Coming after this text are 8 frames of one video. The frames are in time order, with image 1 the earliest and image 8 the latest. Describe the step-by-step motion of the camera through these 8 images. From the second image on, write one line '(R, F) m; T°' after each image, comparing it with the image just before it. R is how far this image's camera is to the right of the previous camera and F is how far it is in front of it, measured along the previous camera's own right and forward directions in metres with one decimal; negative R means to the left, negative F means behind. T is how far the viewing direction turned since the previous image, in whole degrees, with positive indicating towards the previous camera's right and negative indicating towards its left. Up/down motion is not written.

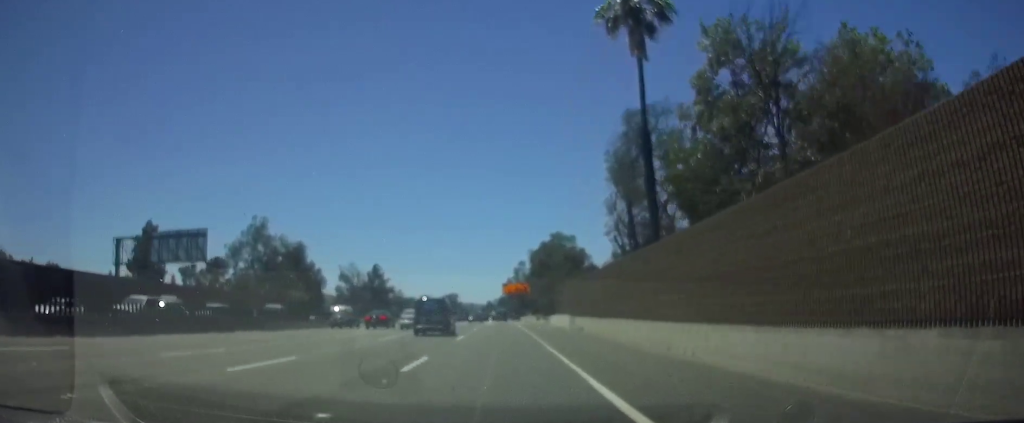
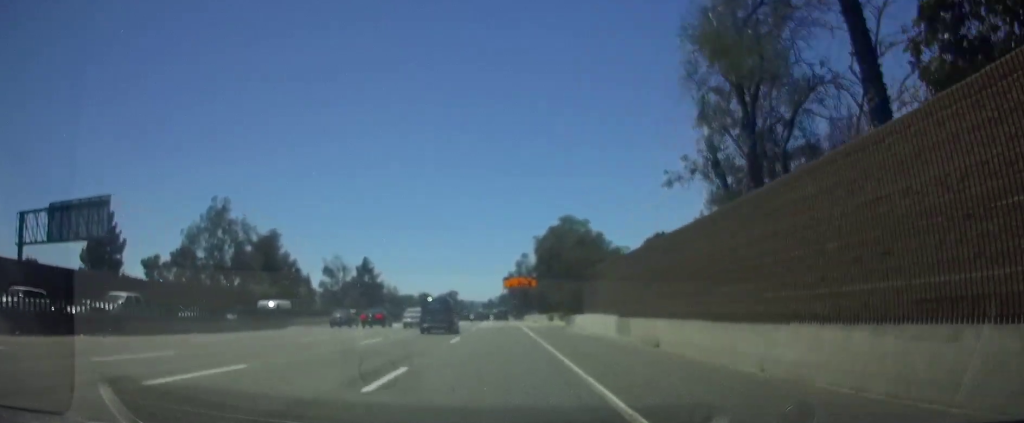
(-0.1, +17.7) m; 0°
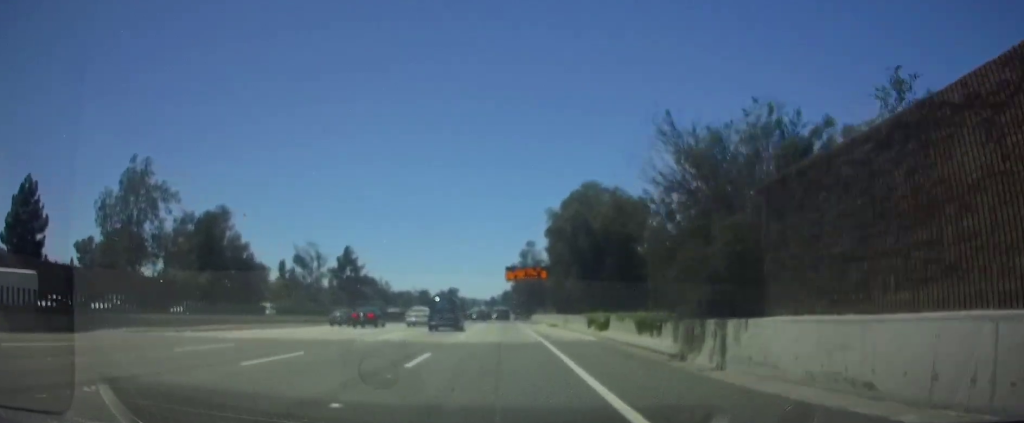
(+0.1, +25.5) m; 0°
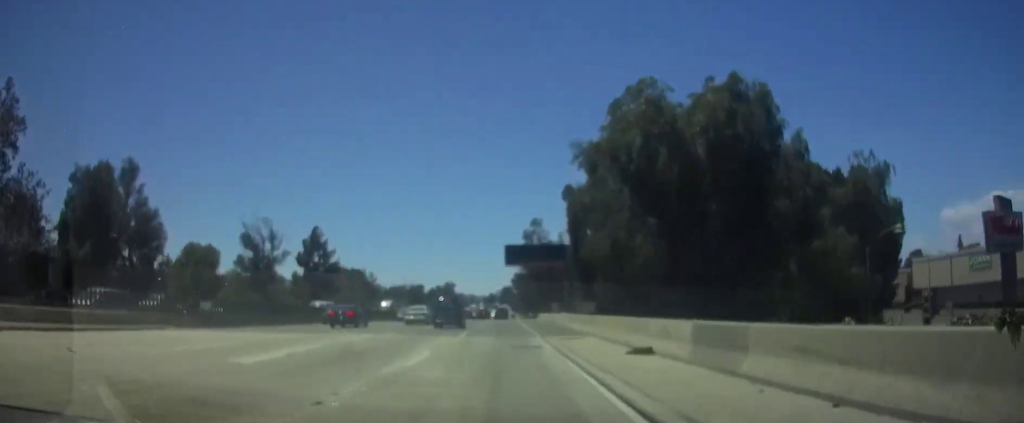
(0.0, +29.3) m; 0°
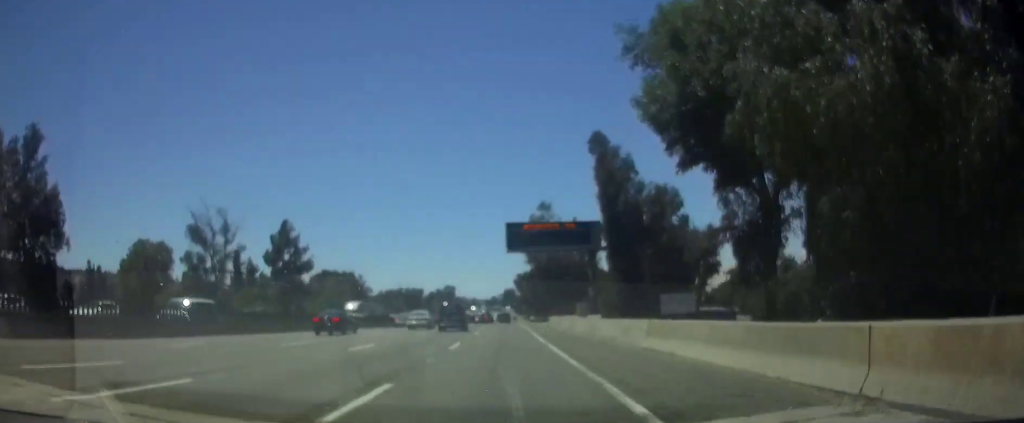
(0.0, +21.1) m; 0°
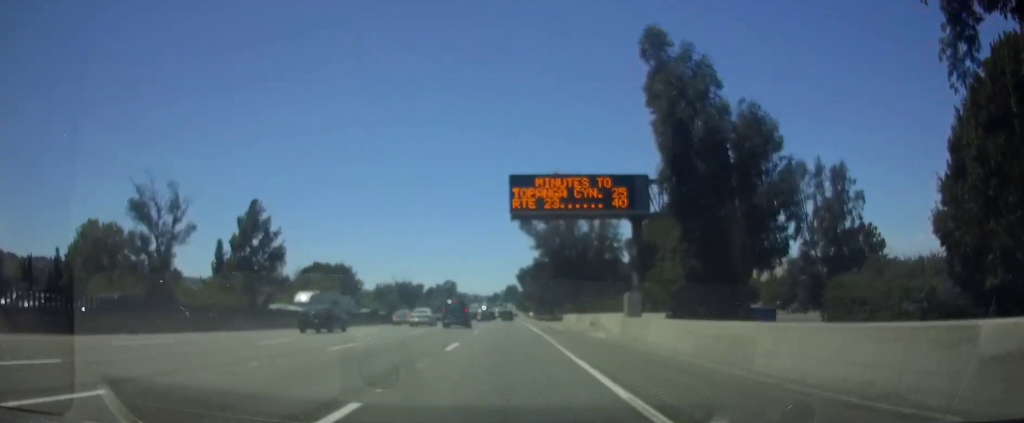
(0.0, +17.5) m; 0°
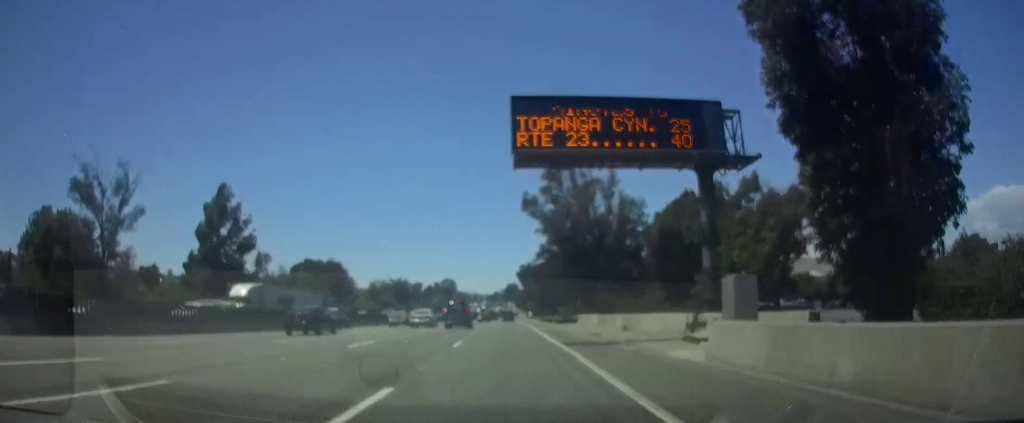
(0.0, +13.2) m; 0°
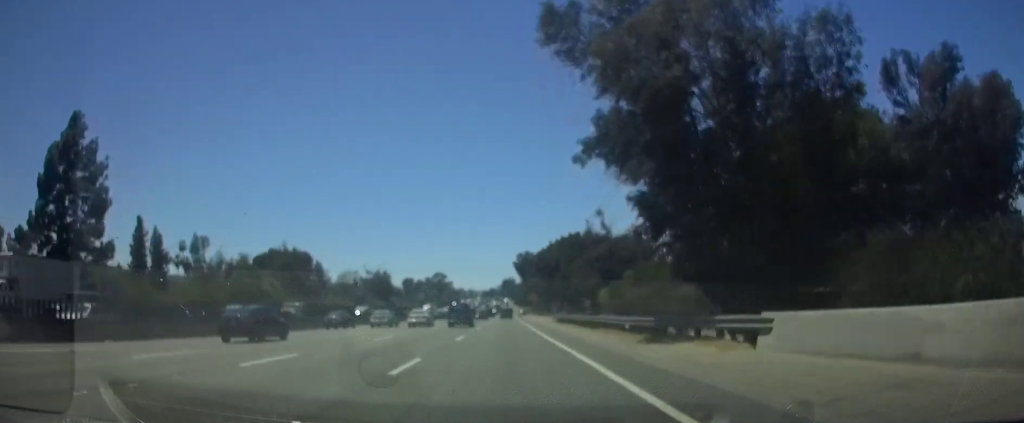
(0.0, +38.4) m; 0°
